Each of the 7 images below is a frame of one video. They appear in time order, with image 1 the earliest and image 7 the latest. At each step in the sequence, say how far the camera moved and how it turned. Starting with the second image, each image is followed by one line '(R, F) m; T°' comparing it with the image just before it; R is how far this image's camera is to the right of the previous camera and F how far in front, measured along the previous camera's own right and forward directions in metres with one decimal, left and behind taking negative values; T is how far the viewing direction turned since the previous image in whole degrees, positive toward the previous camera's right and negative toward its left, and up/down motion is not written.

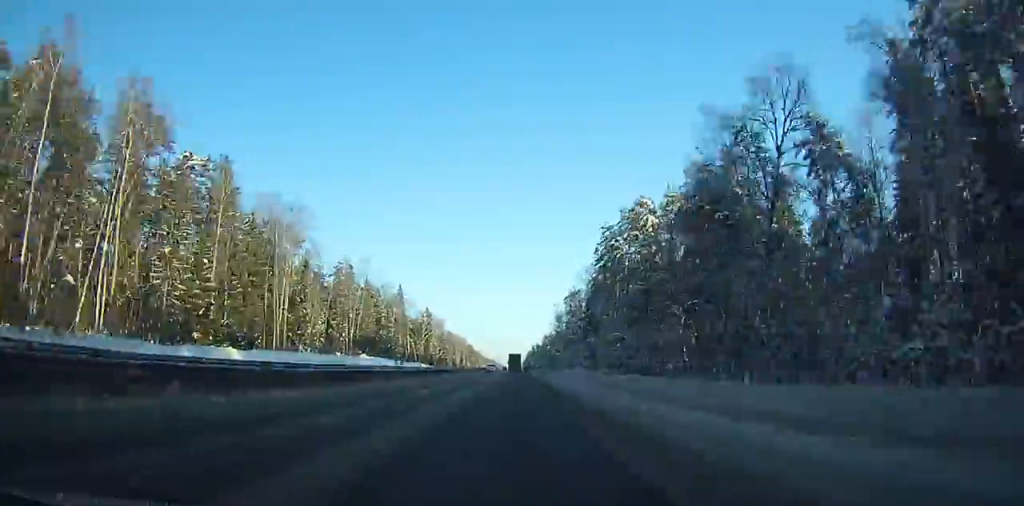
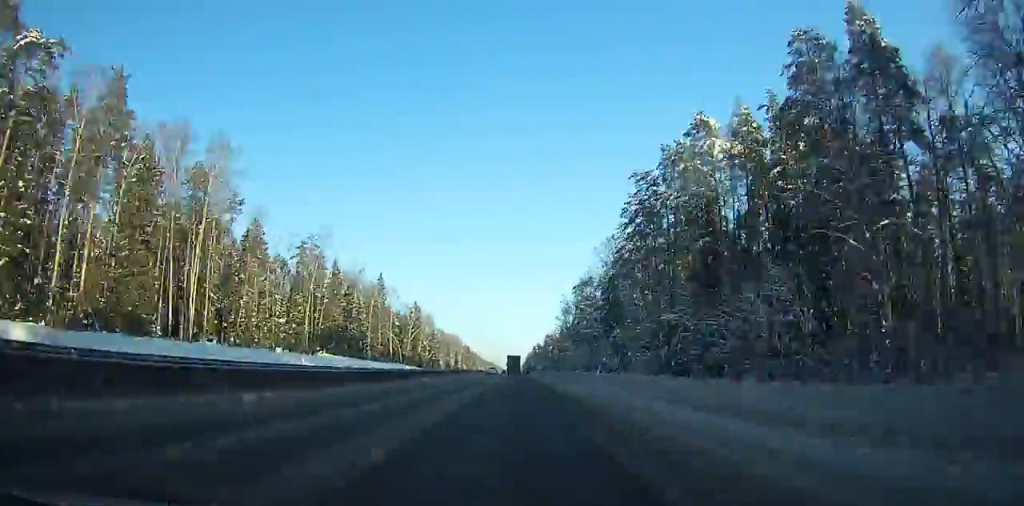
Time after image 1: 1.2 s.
(0.0, +34.0) m; 0°
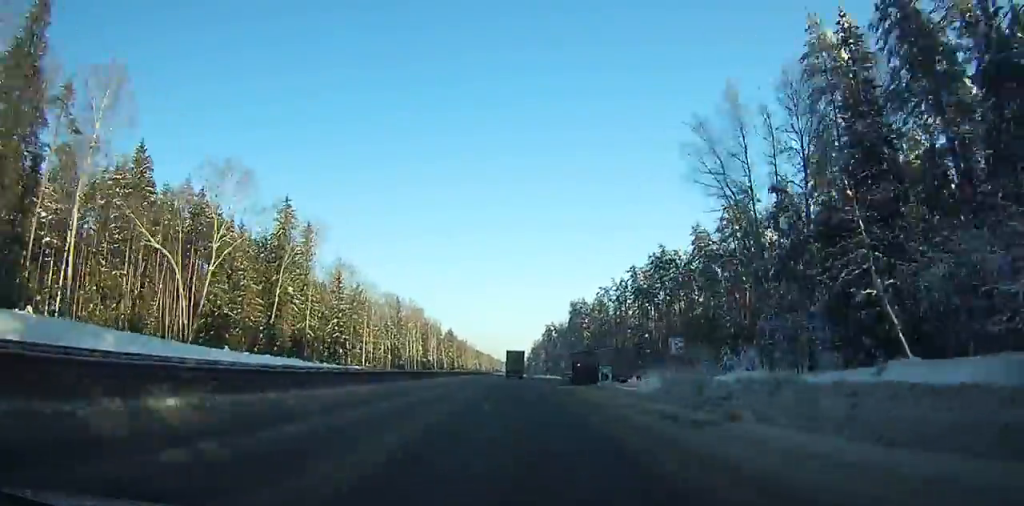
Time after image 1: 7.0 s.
(-0.4, +156.1) m; 0°
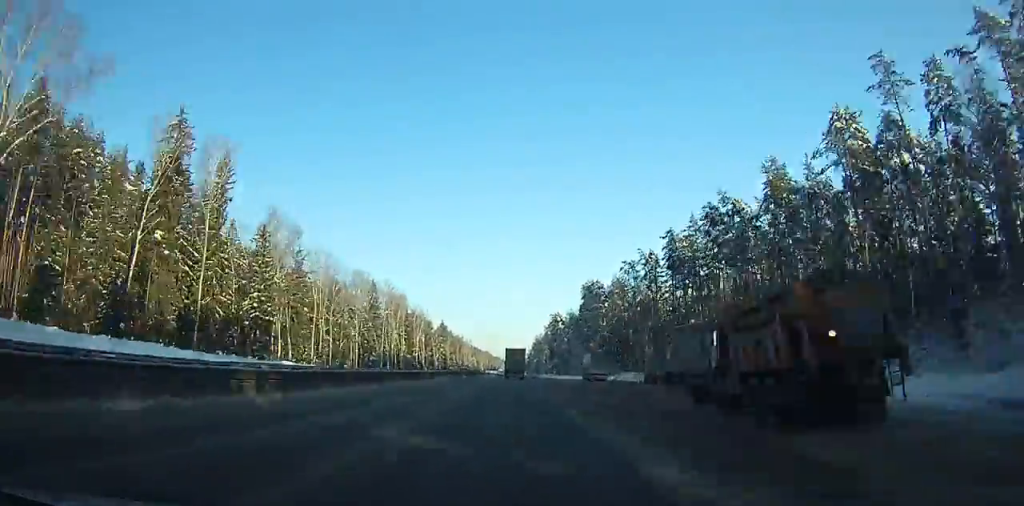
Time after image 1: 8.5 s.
(0.0, +40.0) m; 0°
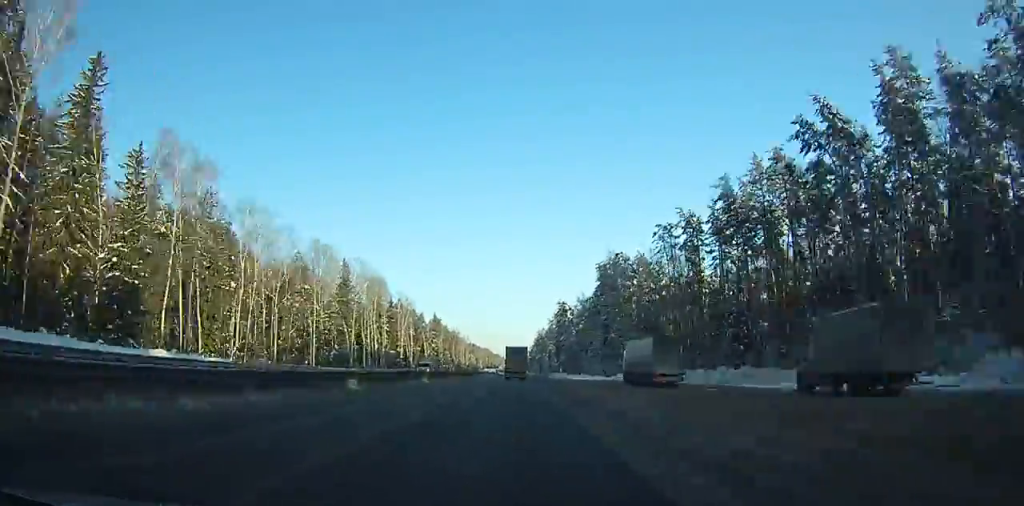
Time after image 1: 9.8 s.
(-0.1, +34.6) m; 0°
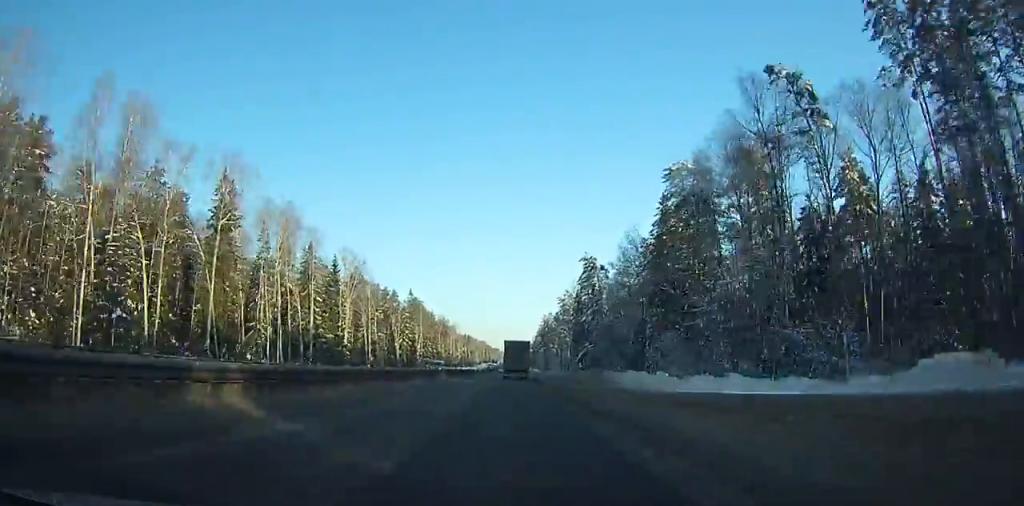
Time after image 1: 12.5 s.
(0.0, +71.9) m; 0°
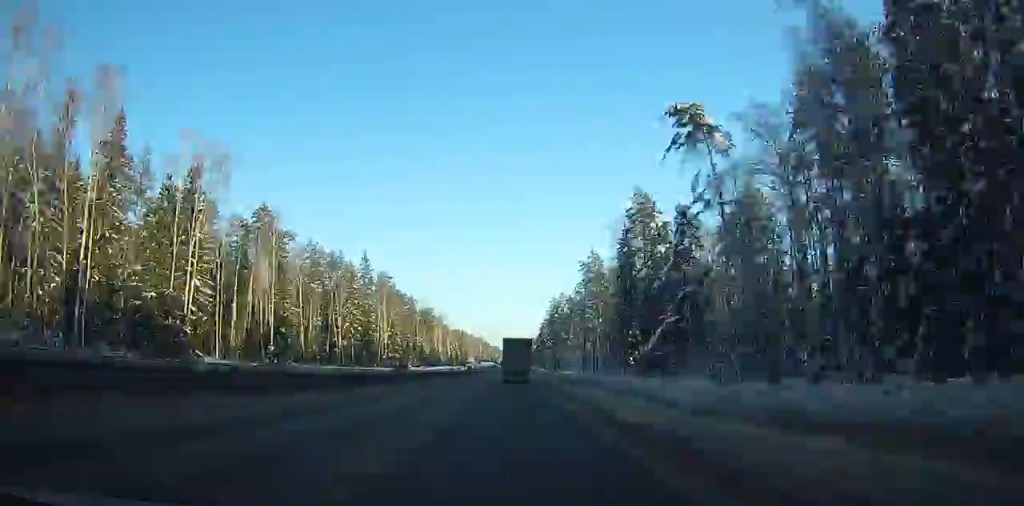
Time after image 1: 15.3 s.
(0.0, +74.0) m; 0°
